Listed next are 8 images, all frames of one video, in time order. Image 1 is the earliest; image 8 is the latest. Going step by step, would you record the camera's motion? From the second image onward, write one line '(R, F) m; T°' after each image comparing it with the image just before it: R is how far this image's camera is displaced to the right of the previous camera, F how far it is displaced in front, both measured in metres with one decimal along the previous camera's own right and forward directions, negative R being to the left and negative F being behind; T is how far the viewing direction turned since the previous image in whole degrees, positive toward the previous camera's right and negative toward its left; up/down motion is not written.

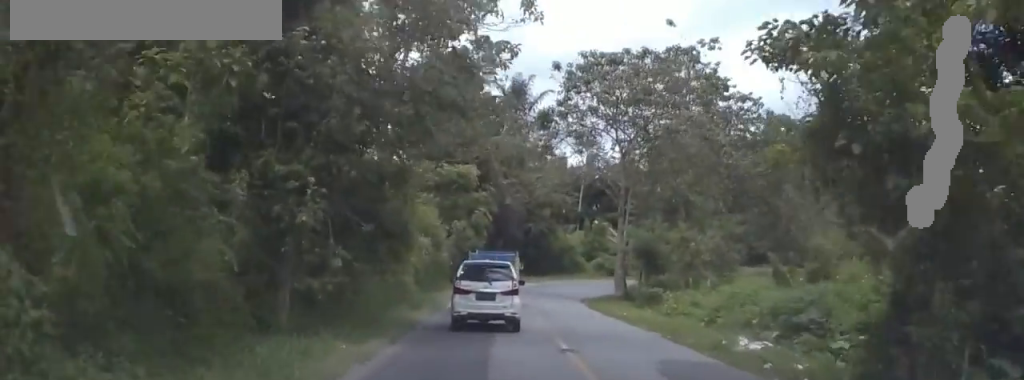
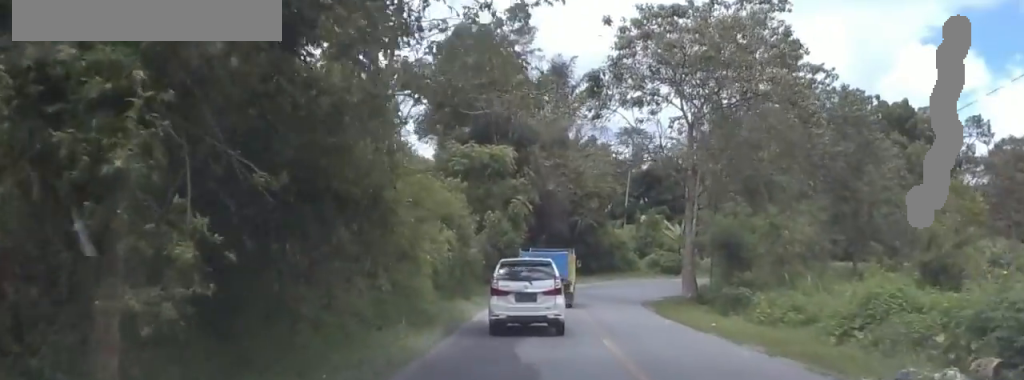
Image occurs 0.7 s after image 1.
(+0.2, +8.6) m; 0°
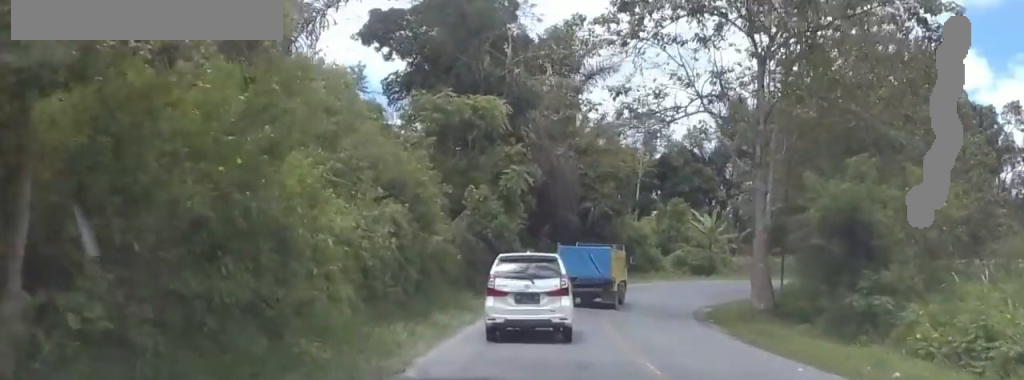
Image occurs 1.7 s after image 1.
(-0.1, +12.7) m; -1°
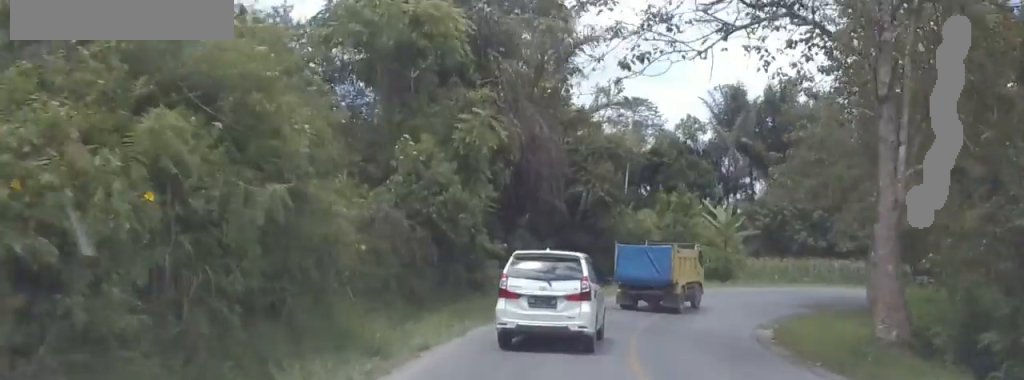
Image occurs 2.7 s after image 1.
(-0.1, +12.0) m; +2°
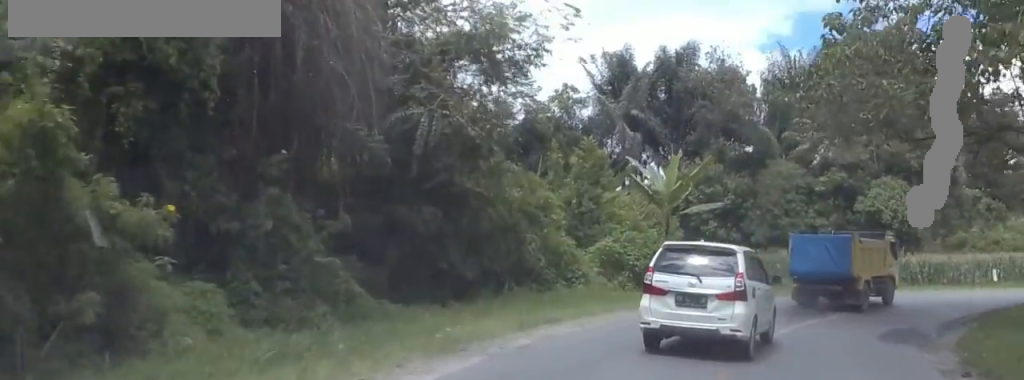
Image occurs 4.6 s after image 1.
(+1.1, +22.0) m; +9°
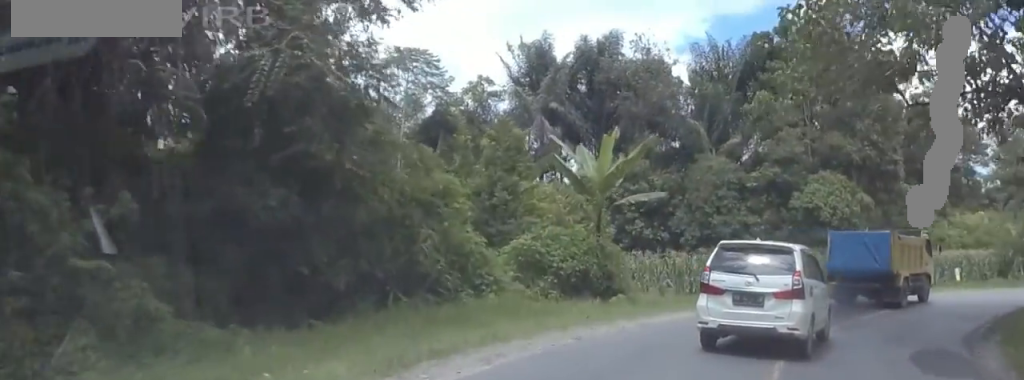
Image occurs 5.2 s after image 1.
(0.0, +6.3) m; +6°
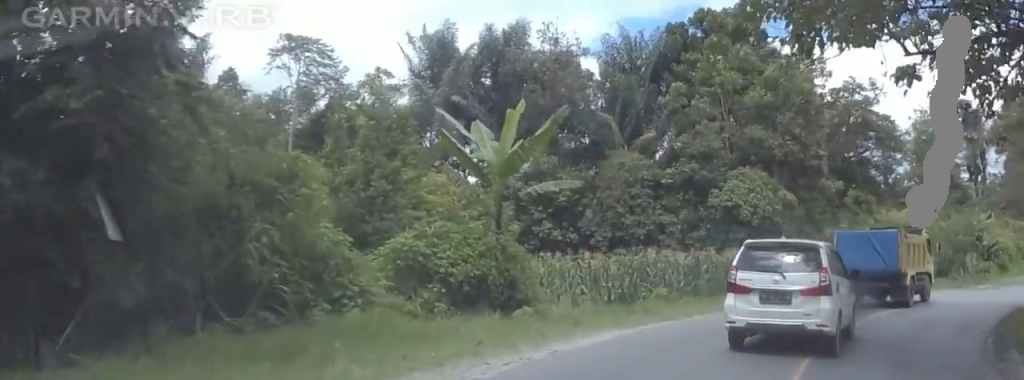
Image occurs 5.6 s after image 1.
(+0.5, +5.3) m; +8°
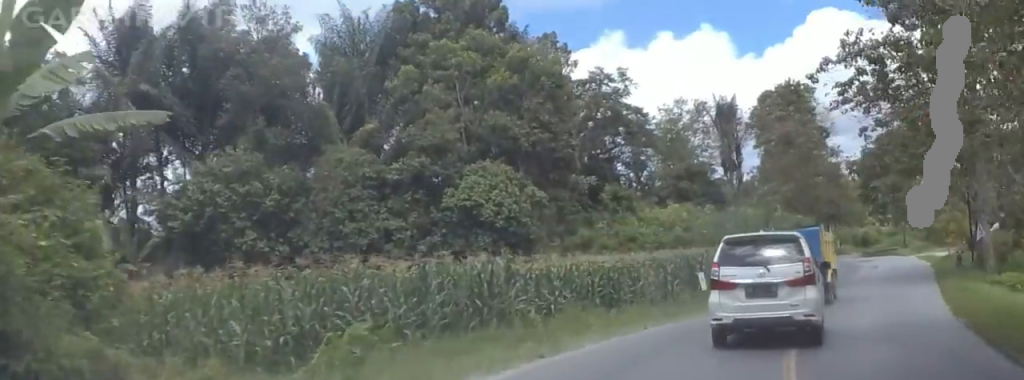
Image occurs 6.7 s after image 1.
(+1.7, +11.6) m; +13°
